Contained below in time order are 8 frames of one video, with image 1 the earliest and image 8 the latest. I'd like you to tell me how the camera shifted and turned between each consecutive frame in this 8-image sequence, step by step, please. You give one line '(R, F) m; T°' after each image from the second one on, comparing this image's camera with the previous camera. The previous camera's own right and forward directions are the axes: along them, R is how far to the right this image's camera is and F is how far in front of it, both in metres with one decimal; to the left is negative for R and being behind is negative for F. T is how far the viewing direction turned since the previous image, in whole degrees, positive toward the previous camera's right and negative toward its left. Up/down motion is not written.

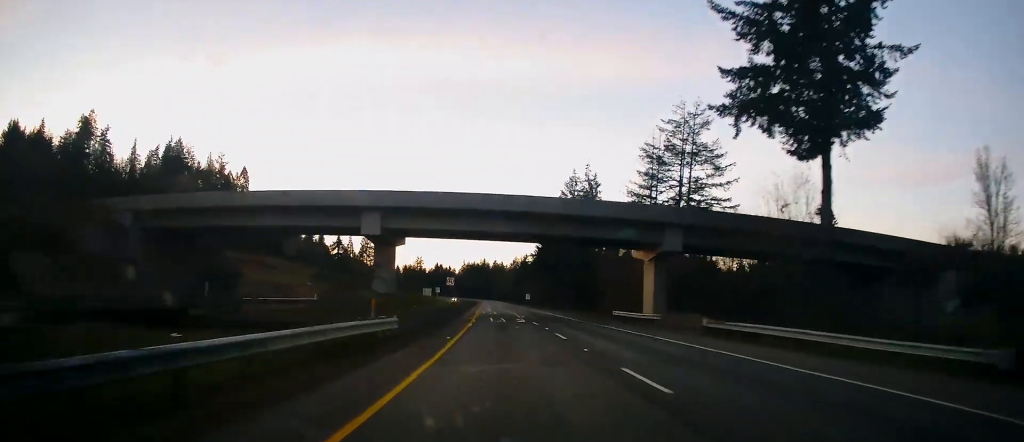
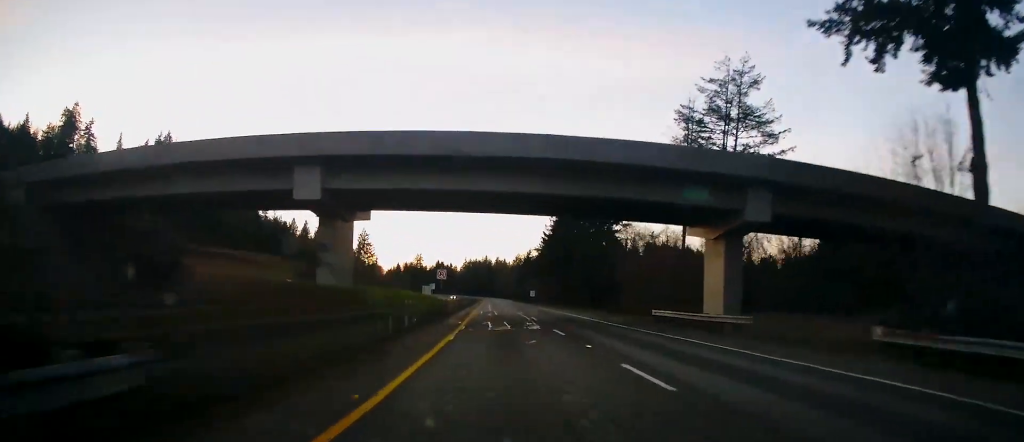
(+0.1, +12.6) m; -1°
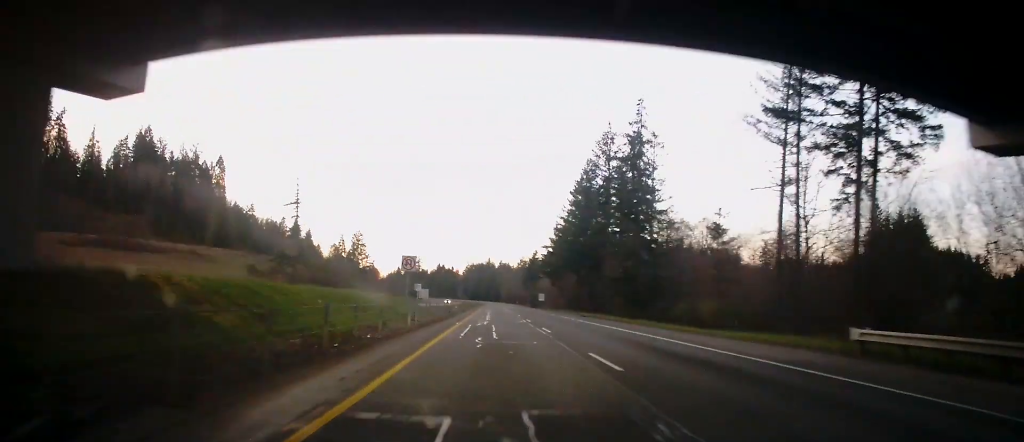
(-0.3, +22.3) m; -1°
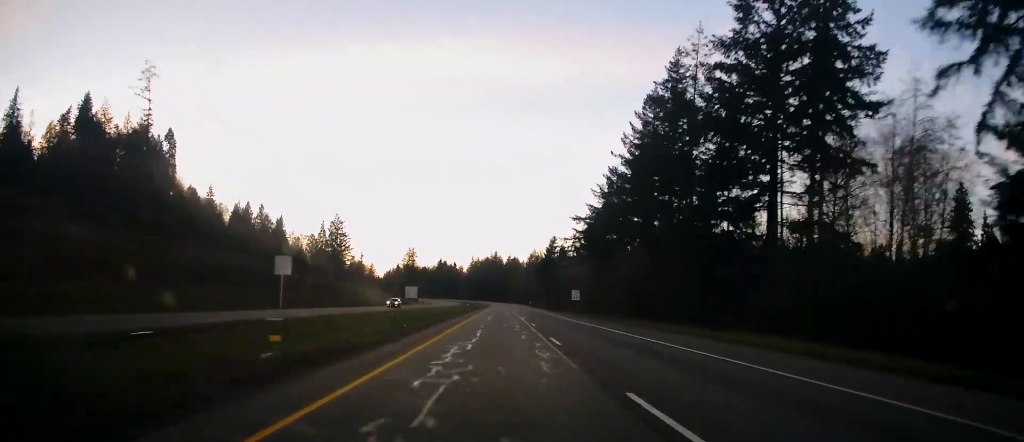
(-0.7, +54.3) m; -1°
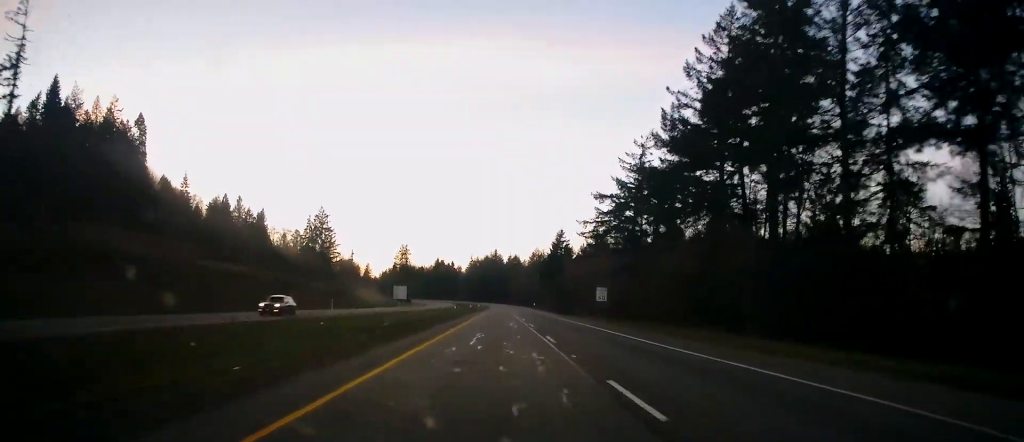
(0.0, +23.3) m; 0°
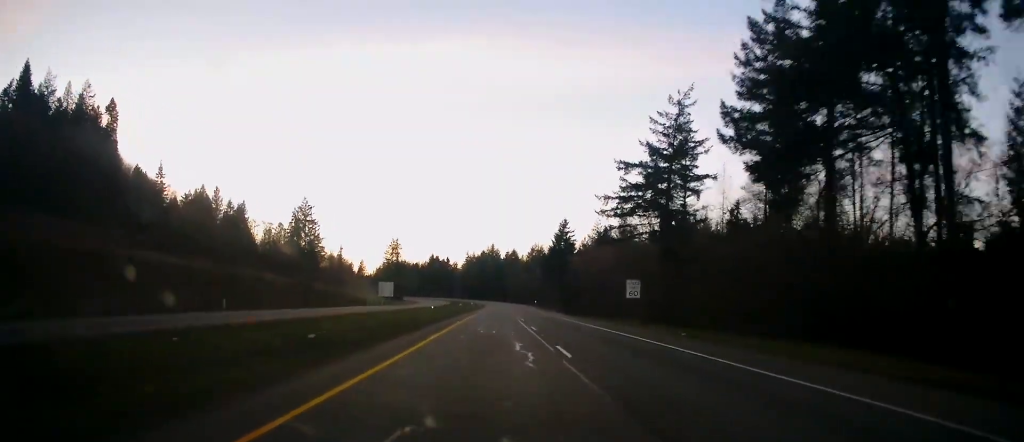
(0.0, +17.4) m; 0°
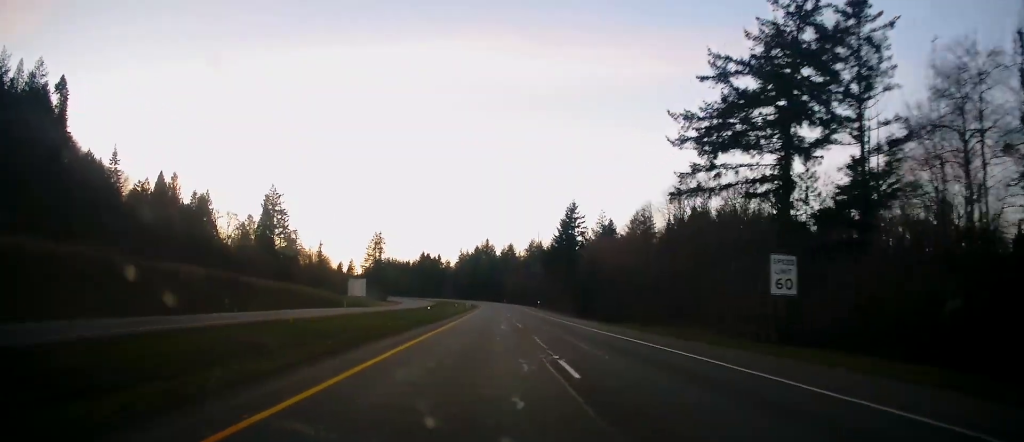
(0.0, +28.0) m; 0°
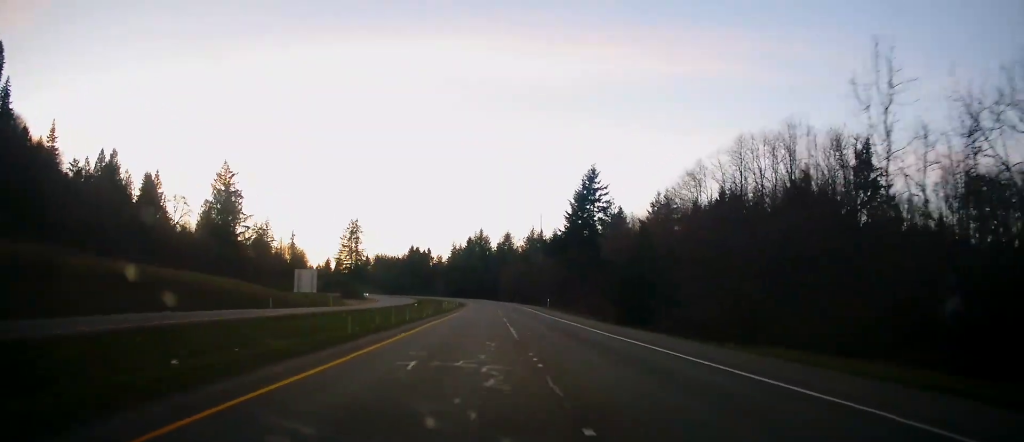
(-0.1, +32.7) m; 0°
